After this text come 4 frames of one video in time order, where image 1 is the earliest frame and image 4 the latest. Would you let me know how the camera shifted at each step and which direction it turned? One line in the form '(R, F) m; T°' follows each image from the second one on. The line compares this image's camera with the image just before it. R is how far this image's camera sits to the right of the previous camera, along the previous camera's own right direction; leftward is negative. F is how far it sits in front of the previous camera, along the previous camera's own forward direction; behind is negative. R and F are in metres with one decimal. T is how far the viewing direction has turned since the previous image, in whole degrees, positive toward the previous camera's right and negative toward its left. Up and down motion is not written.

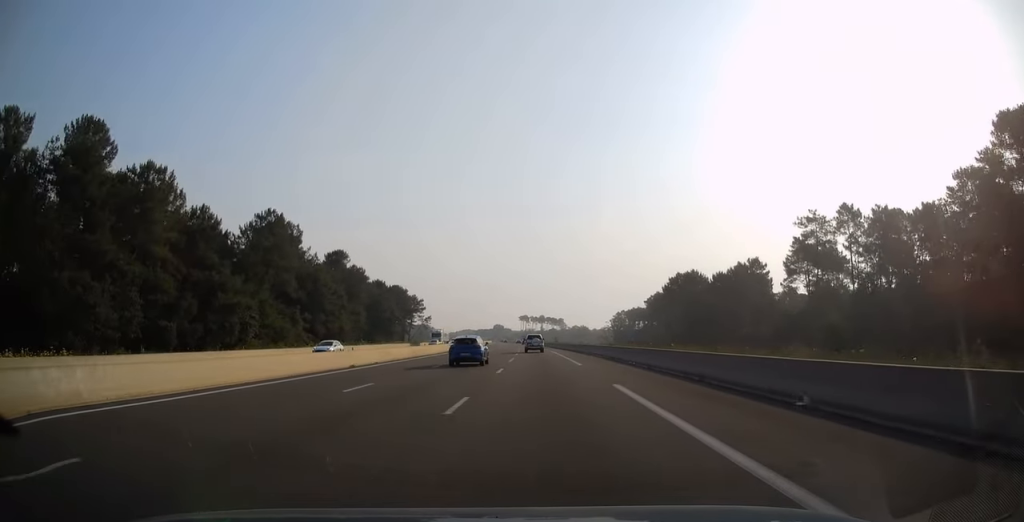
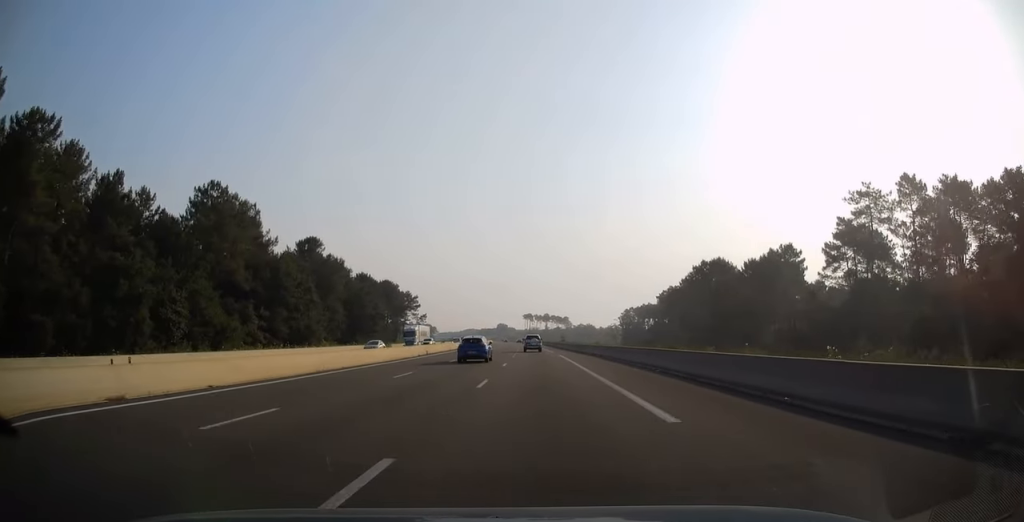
(0.0, +20.2) m; 0°
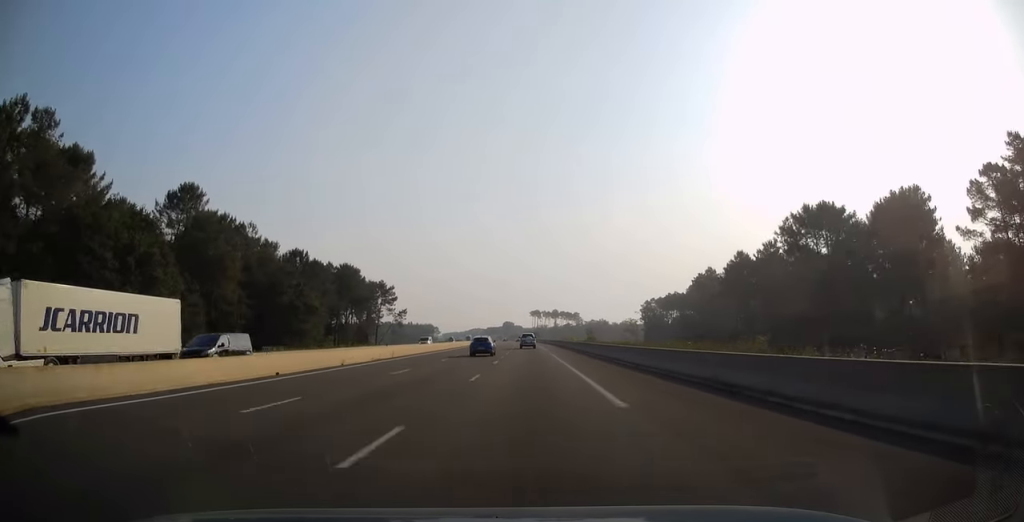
(-0.8, +49.9) m; -1°
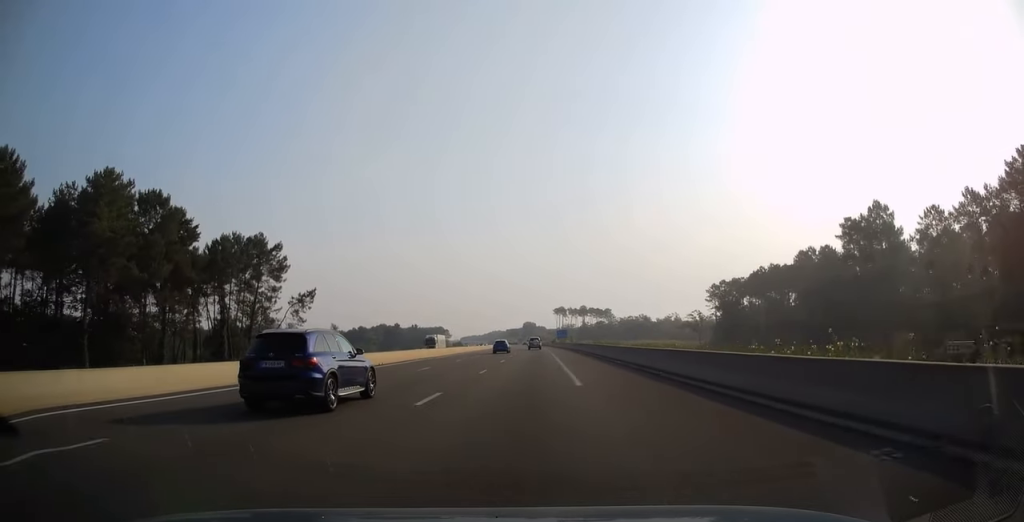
(-1.5, +98.3) m; -2°
